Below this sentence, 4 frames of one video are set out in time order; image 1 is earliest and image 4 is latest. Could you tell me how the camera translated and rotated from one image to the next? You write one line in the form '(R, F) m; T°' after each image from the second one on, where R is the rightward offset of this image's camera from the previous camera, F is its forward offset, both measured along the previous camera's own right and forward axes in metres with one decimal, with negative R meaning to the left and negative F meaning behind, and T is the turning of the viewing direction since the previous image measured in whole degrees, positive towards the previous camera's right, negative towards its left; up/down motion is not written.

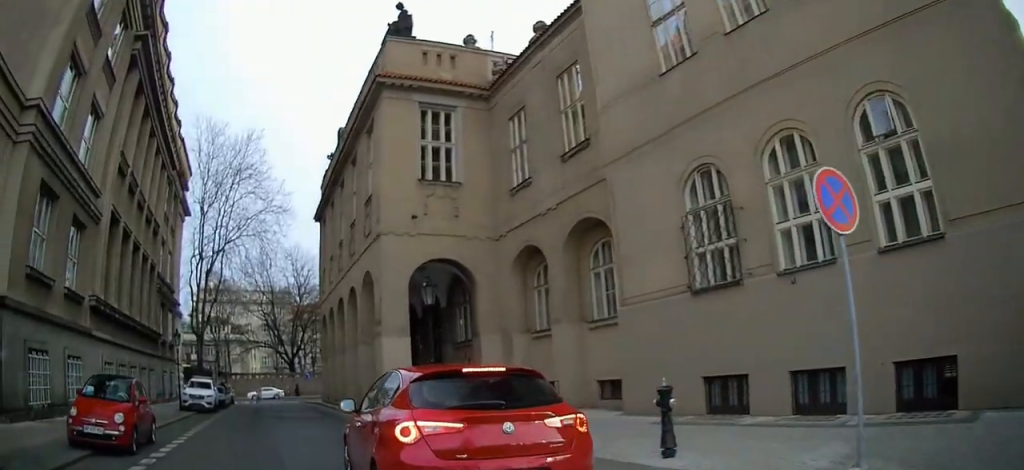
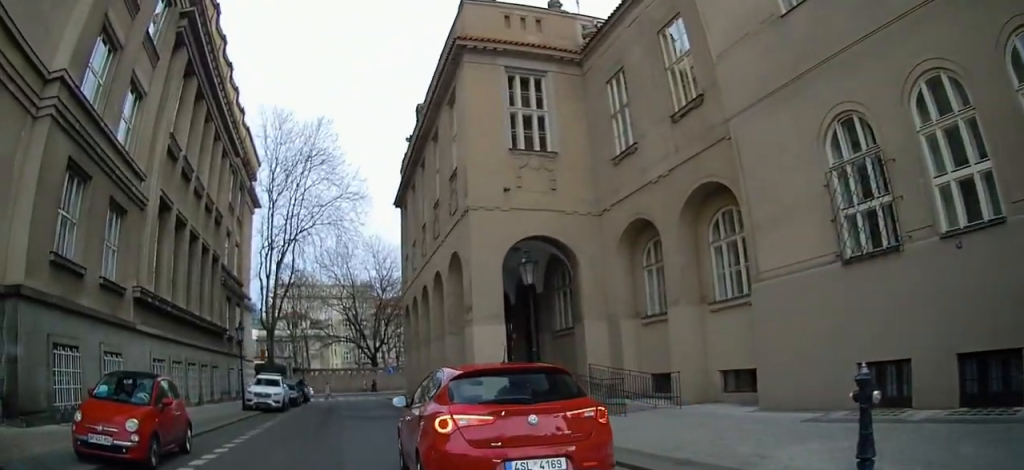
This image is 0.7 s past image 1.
(-0.3, +2.8) m; -12°
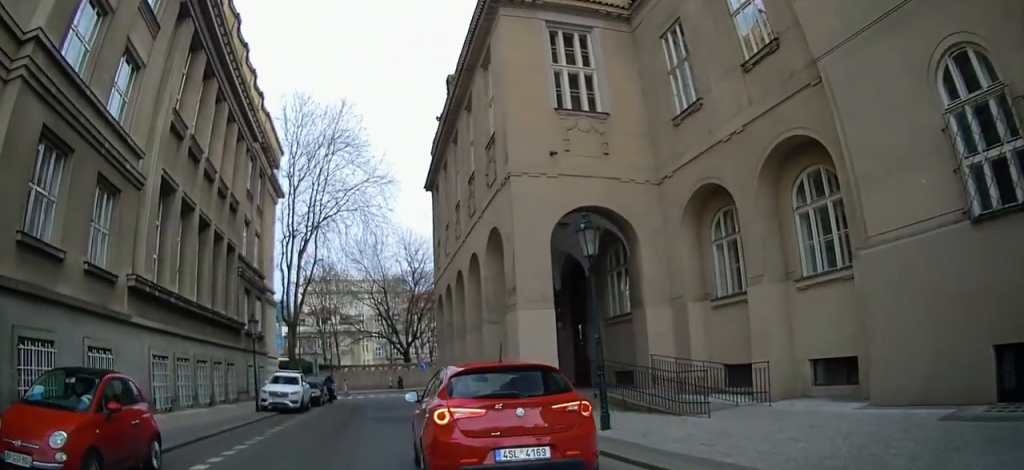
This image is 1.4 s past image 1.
(-0.4, +3.2) m; -7°
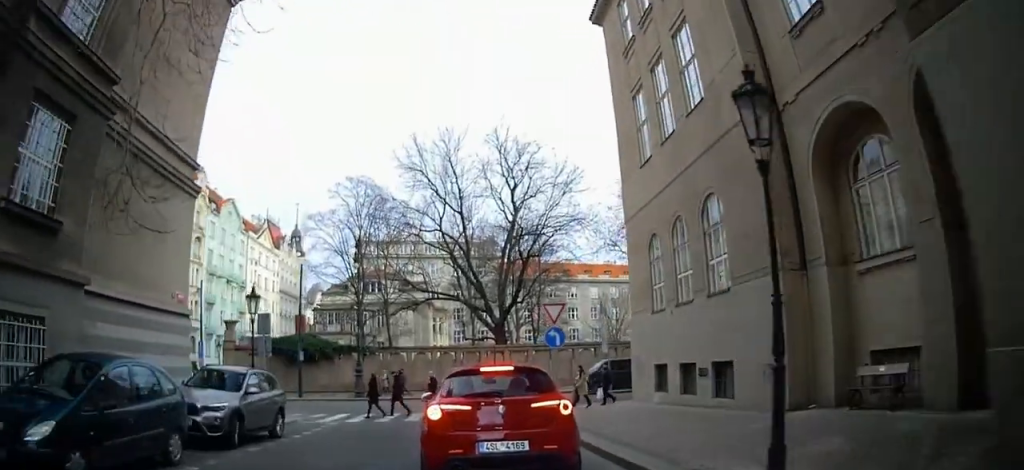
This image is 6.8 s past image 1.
(-6.6, +30.9) m; -5°
